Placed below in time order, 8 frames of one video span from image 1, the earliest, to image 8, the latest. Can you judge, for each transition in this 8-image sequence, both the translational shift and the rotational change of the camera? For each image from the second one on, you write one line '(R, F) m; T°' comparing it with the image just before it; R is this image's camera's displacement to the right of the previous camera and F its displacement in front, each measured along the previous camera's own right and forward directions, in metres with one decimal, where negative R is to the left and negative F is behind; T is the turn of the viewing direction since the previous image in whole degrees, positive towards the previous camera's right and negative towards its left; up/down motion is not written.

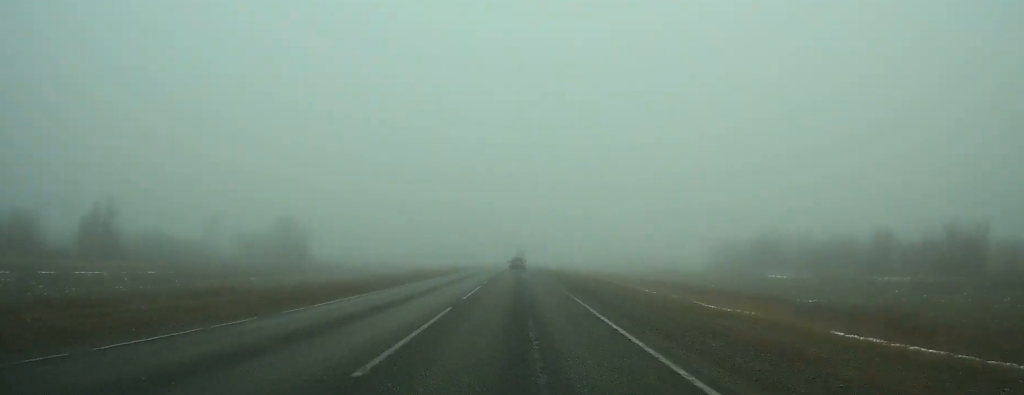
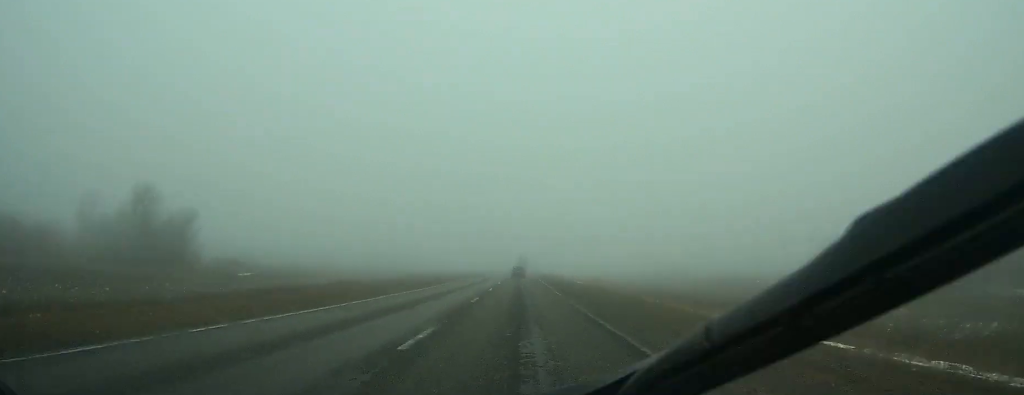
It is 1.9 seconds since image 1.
(-0.1, +43.9) m; 0°
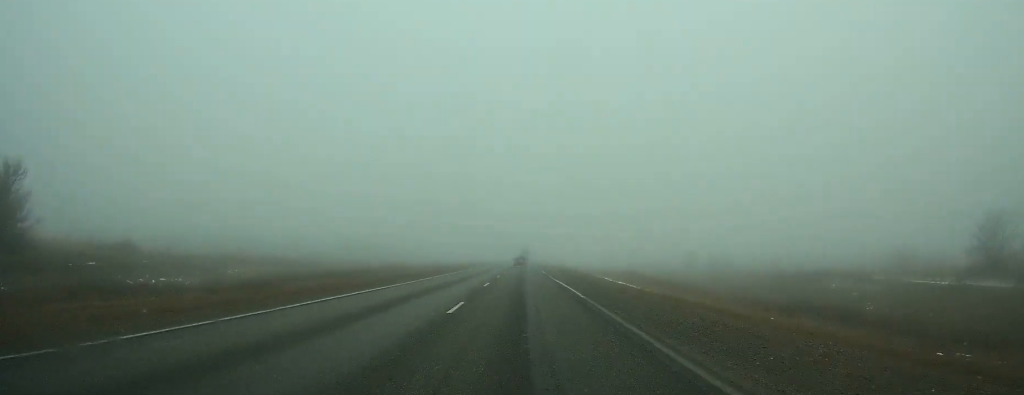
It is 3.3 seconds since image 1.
(0.0, +31.5) m; 0°
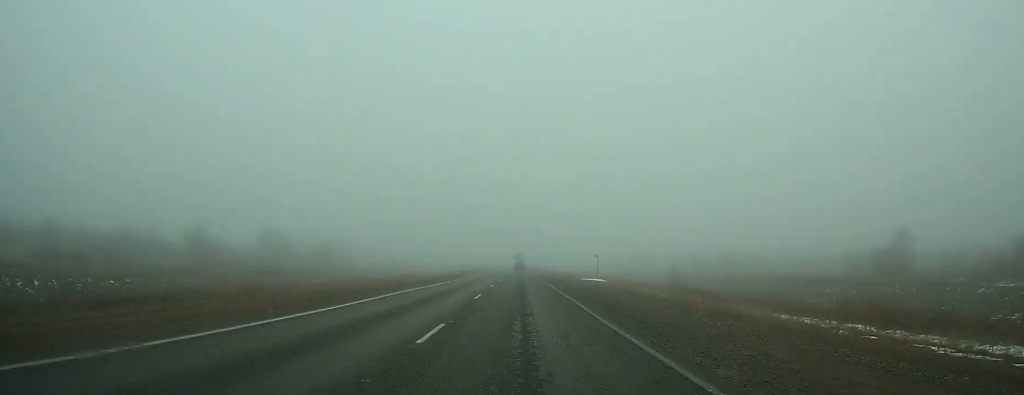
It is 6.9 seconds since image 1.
(0.0, +91.7) m; 0°
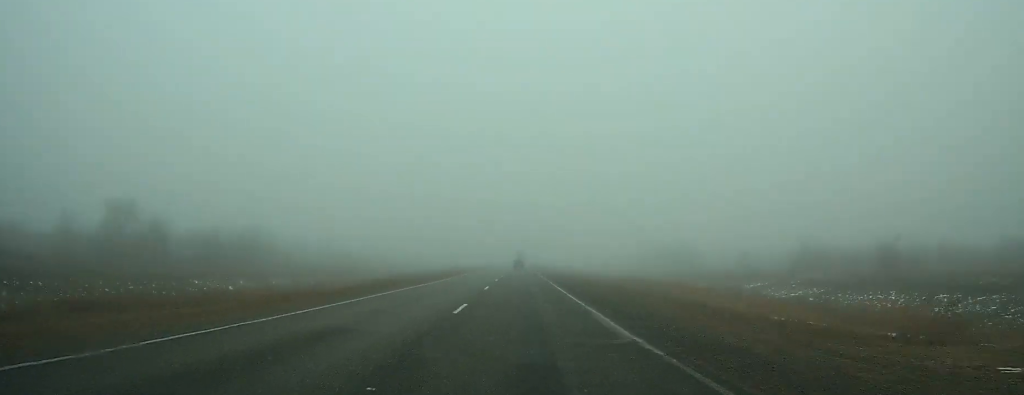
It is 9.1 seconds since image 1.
(0.0, +54.8) m; 0°
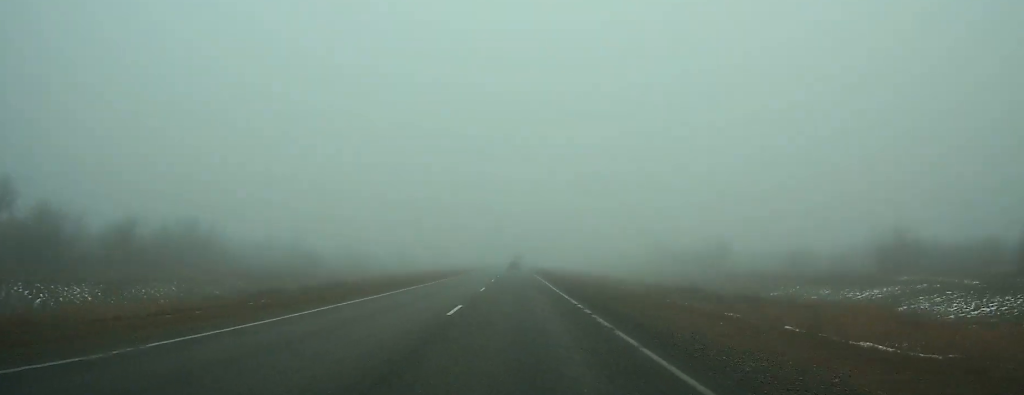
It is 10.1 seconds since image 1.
(0.0, +23.1) m; 0°
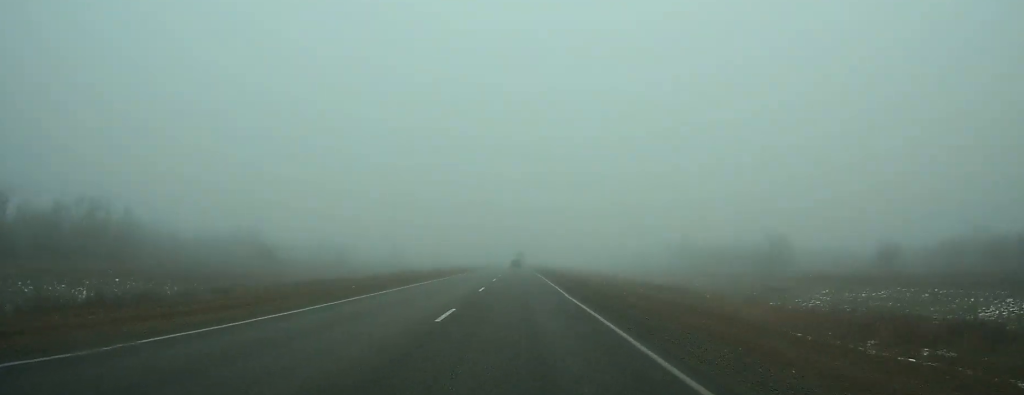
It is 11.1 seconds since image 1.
(0.0, +25.1) m; 0°
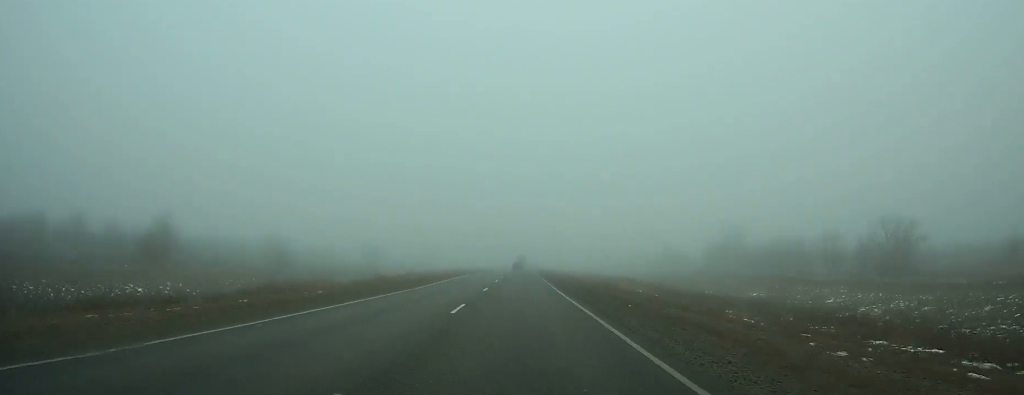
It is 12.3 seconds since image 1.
(0.0, +32.3) m; 0°
